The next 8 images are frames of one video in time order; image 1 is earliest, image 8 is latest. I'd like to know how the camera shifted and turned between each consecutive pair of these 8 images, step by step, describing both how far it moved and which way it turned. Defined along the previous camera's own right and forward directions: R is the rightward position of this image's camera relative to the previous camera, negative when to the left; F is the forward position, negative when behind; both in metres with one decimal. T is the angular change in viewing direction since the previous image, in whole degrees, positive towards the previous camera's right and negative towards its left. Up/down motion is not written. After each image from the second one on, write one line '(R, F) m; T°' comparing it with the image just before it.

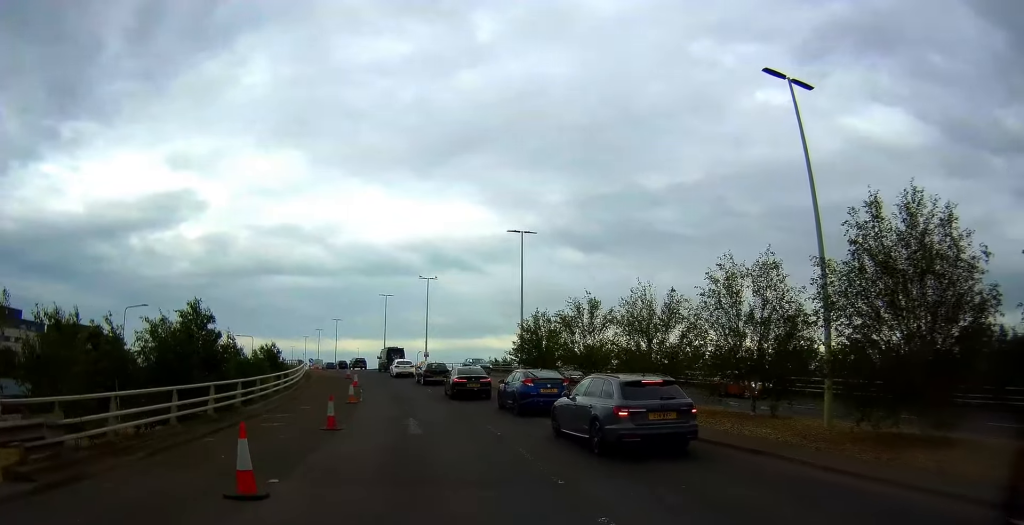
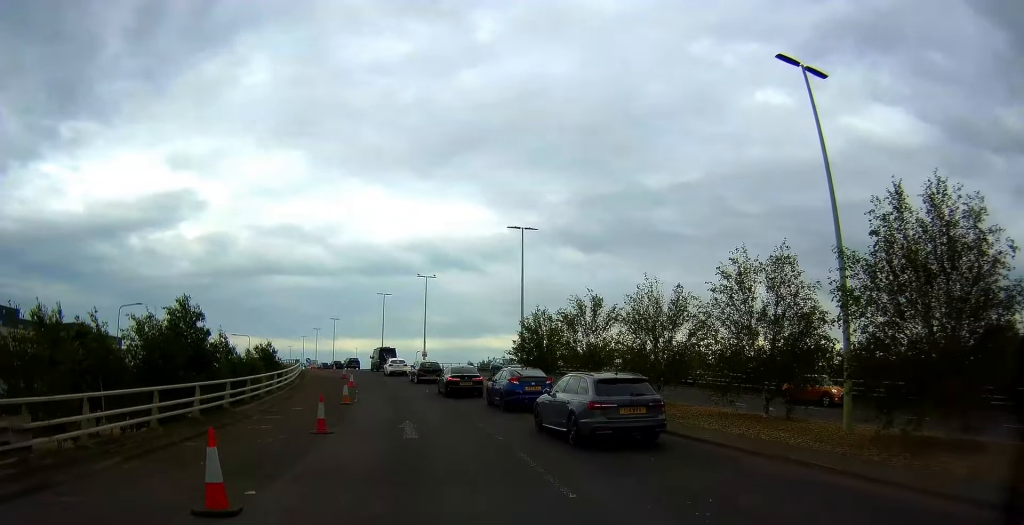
(+0.1, +1.2) m; +3°
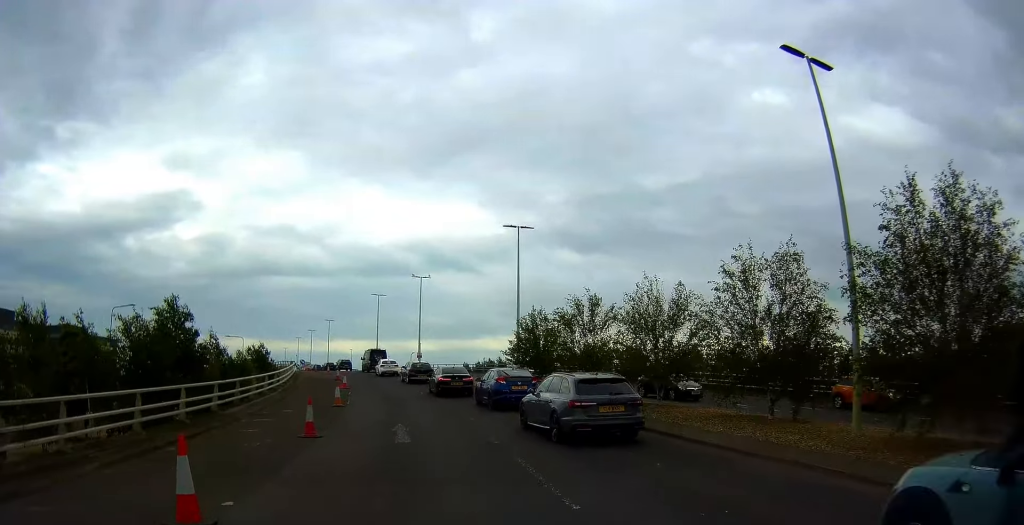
(+0.1, +0.7) m; +4°
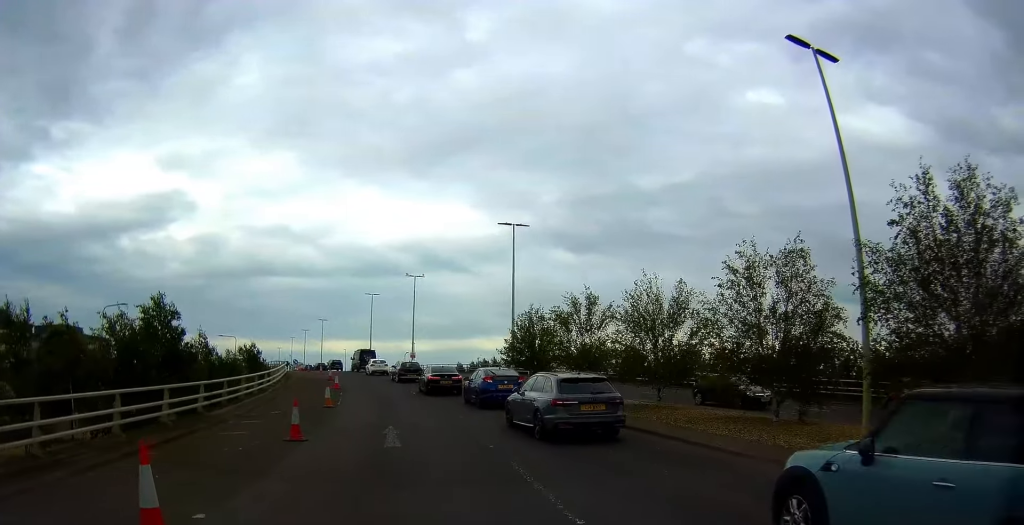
(0.0, +0.6) m; 0°
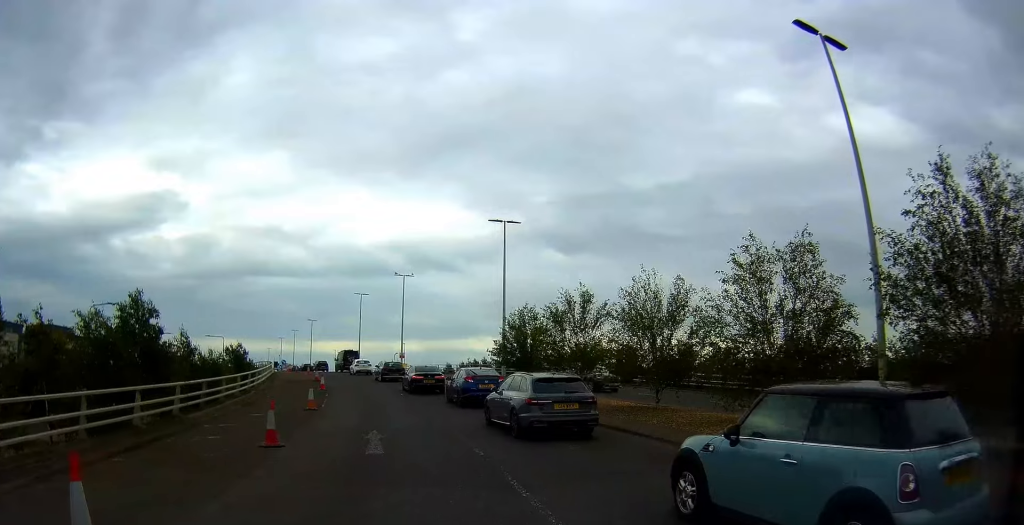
(-0.1, +0.8) m; 0°
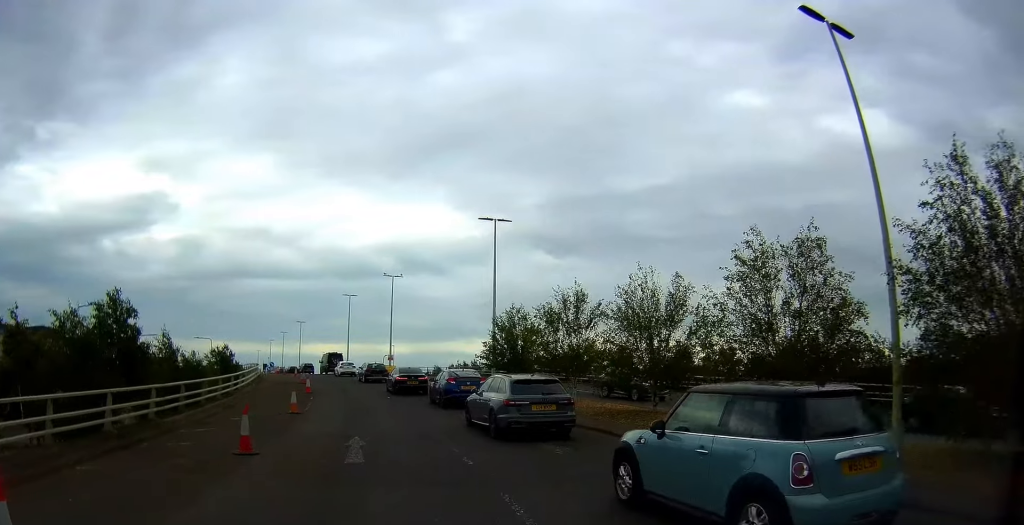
(+0.1, +0.6) m; +5°
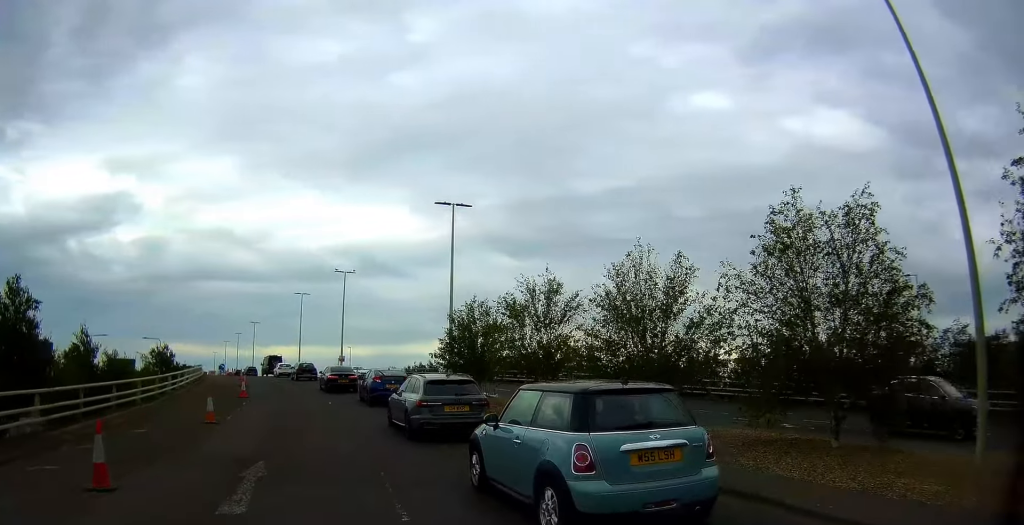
(+0.2, +2.7) m; +7°
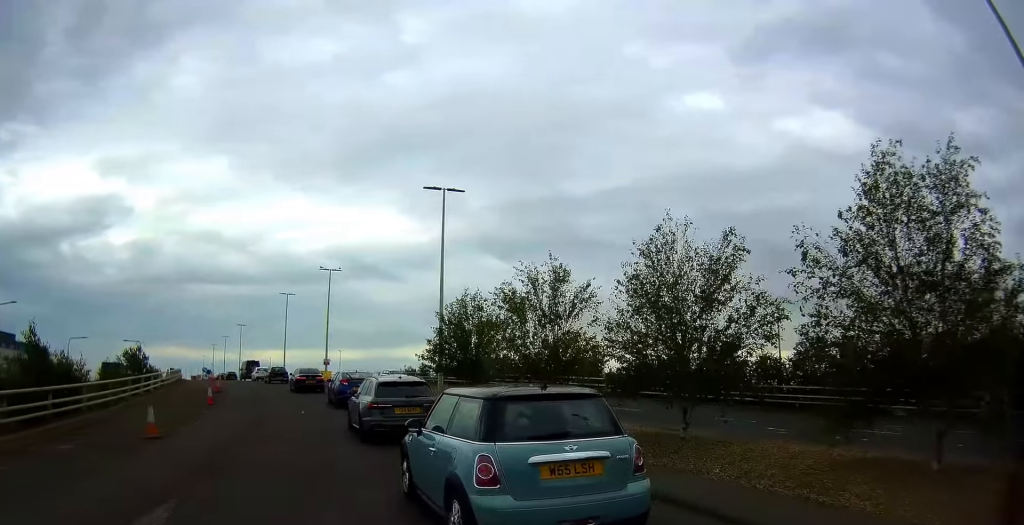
(+0.2, +2.8) m; +5°
